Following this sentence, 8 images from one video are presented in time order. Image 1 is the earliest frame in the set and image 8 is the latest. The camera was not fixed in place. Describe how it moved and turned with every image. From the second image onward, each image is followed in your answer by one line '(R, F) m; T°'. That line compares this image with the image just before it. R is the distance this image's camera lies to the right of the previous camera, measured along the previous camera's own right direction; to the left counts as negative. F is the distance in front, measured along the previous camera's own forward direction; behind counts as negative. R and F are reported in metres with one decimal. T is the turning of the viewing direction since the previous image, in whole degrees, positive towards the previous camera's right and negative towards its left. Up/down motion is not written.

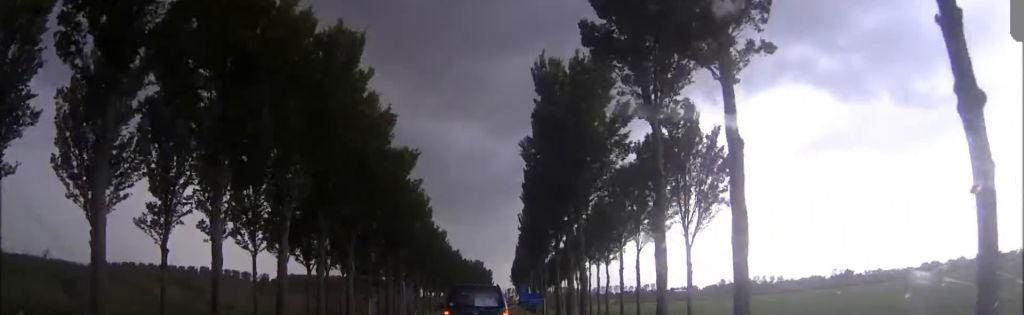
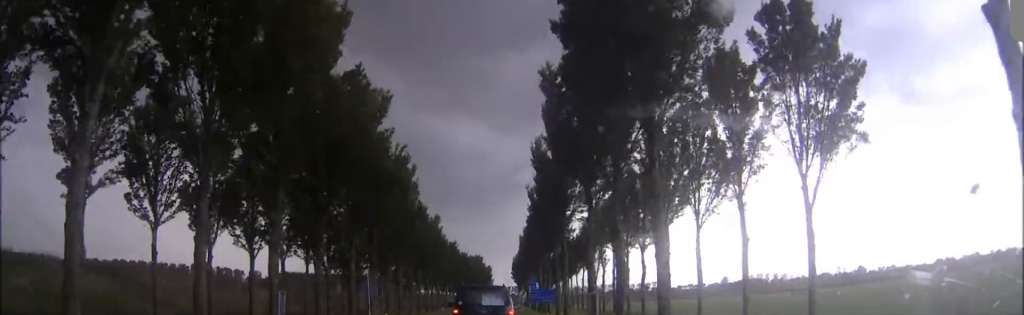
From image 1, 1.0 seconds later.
(0.0, +17.5) m; 0°
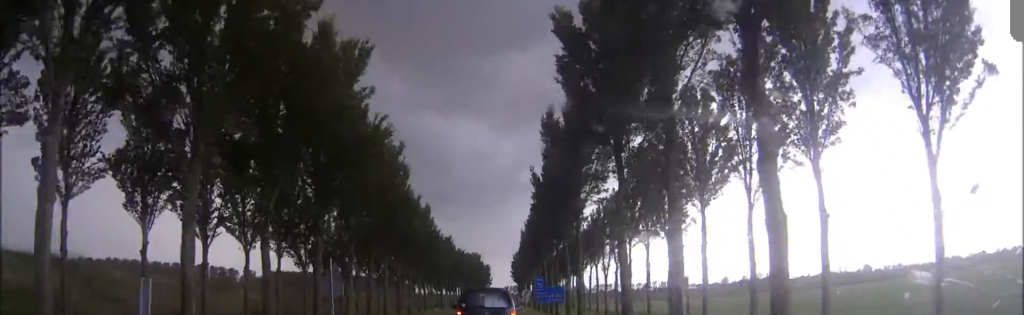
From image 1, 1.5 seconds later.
(0.0, +9.2) m; 0°
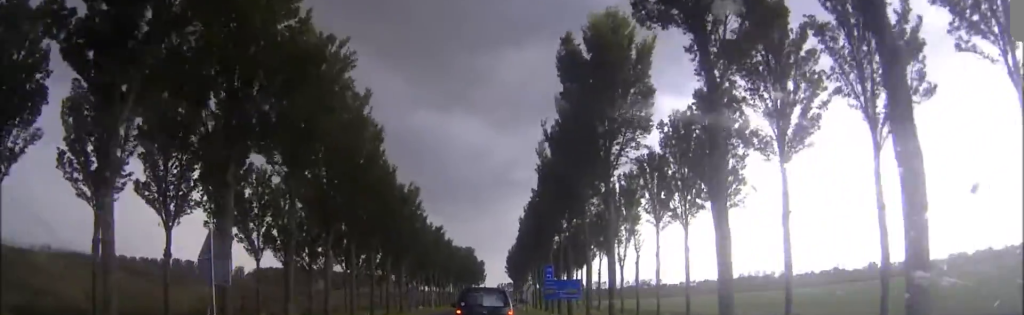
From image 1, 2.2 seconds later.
(0.0, +12.9) m; 0°
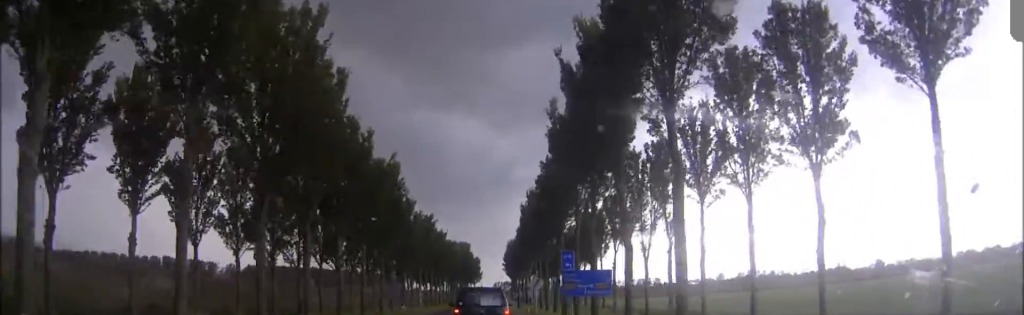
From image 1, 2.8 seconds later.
(+0.1, +11.9) m; 0°
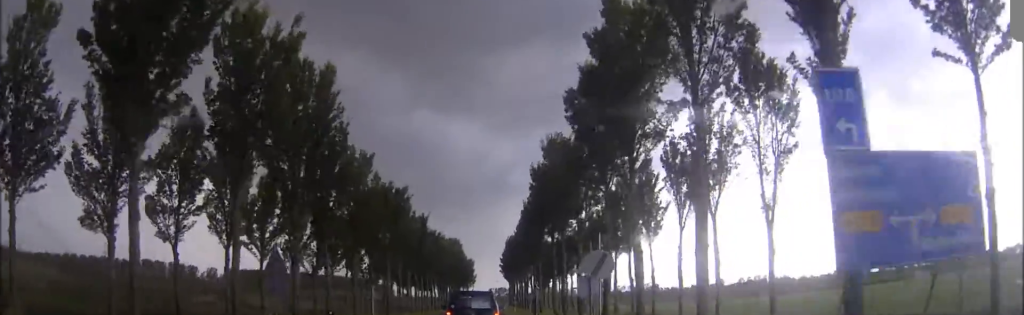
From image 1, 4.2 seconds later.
(0.0, +26.1) m; 0°
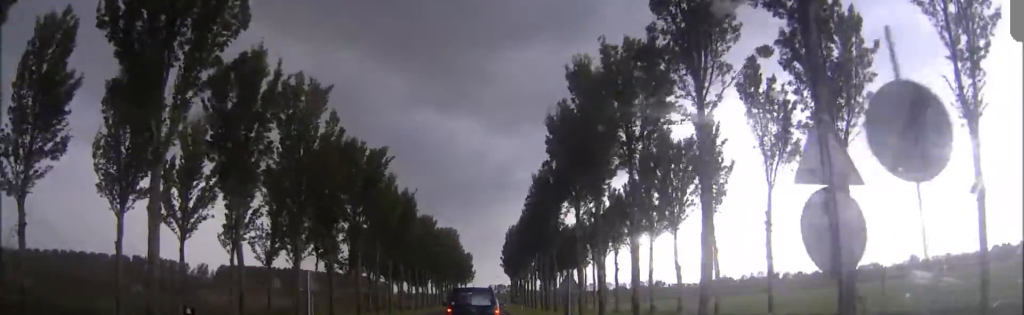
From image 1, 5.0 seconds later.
(+0.1, +15.6) m; 0°
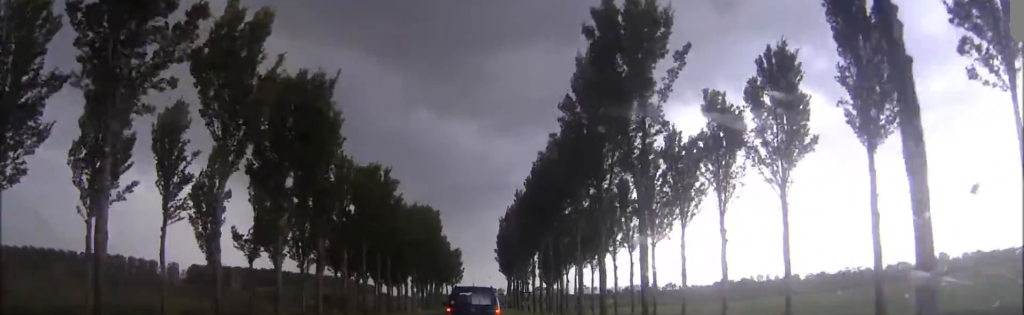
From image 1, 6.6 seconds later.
(+0.2, +33.0) m; +1°
